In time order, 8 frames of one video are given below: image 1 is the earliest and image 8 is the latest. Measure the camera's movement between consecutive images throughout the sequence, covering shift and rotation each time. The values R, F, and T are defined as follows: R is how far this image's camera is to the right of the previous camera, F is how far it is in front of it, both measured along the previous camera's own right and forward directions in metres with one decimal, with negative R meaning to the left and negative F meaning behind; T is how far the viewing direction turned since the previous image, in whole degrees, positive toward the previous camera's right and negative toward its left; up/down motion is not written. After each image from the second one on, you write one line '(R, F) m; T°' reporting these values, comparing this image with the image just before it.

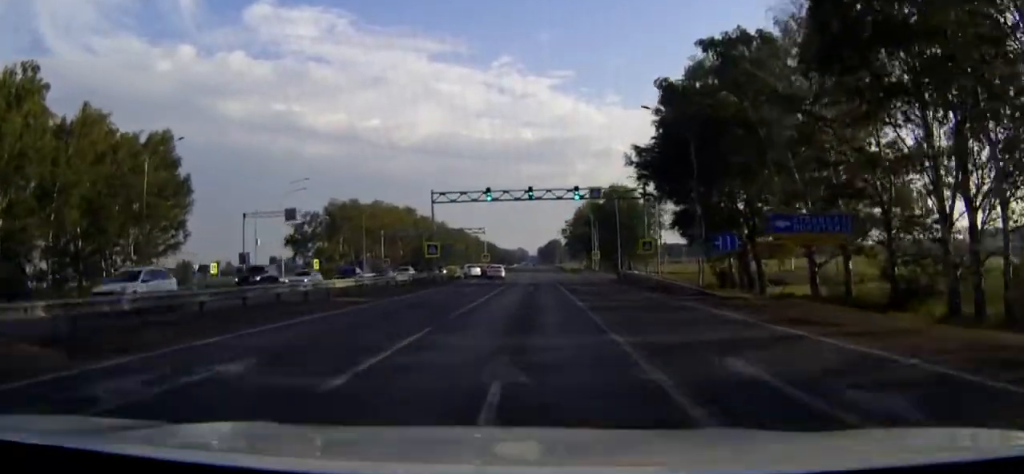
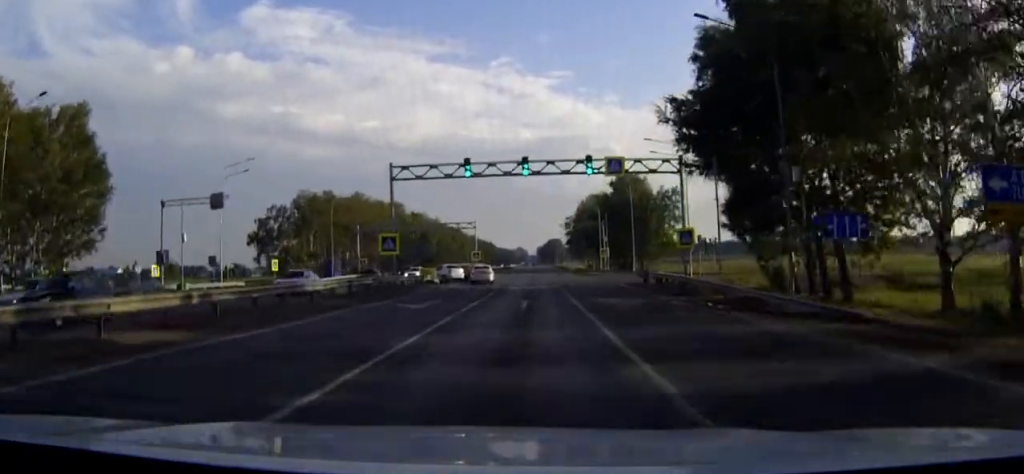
(0.0, +17.4) m; 0°
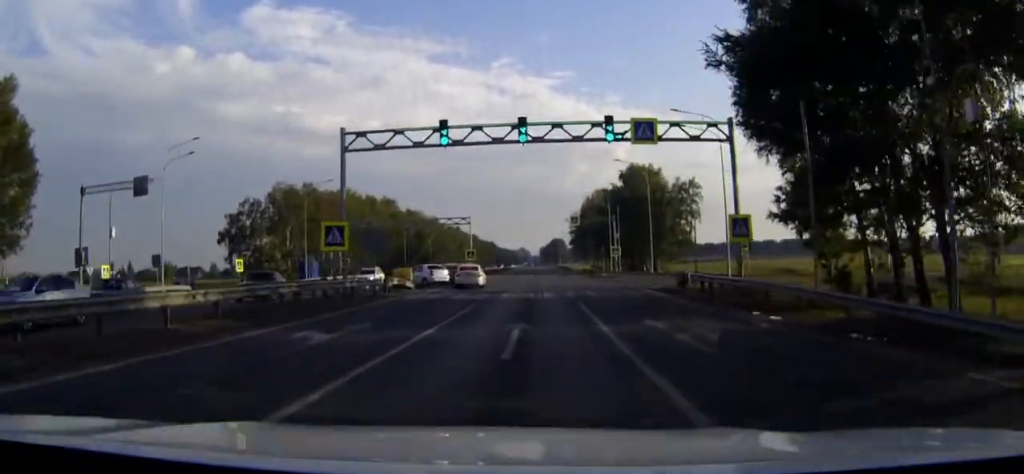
(0.0, +12.2) m; 0°
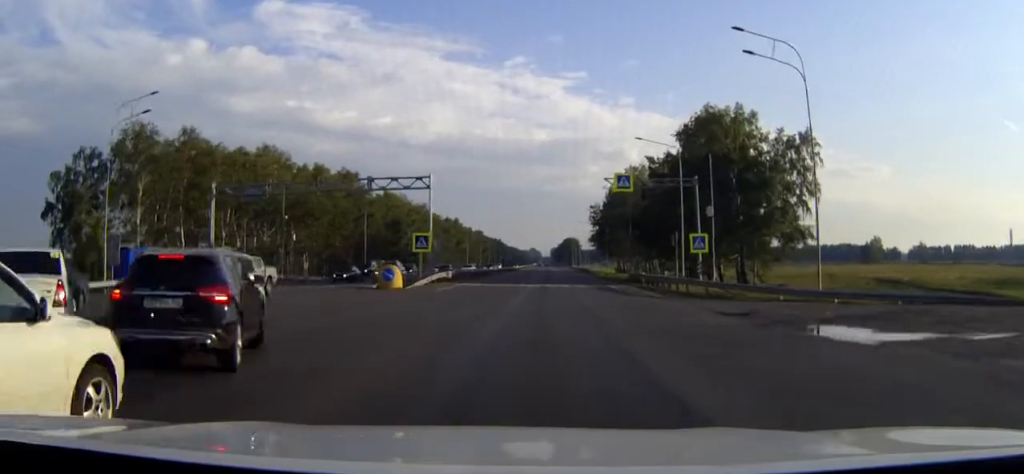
(0.0, +44.1) m; 0°
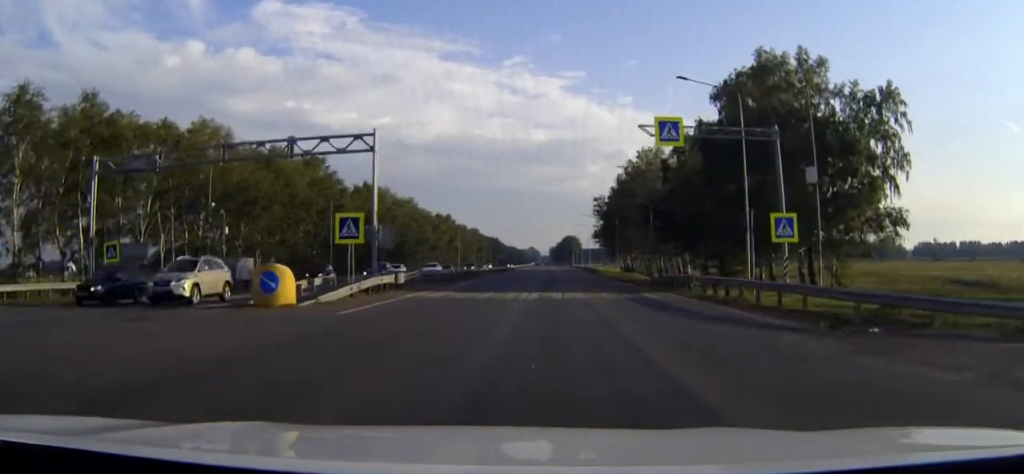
(0.0, +18.4) m; 0°
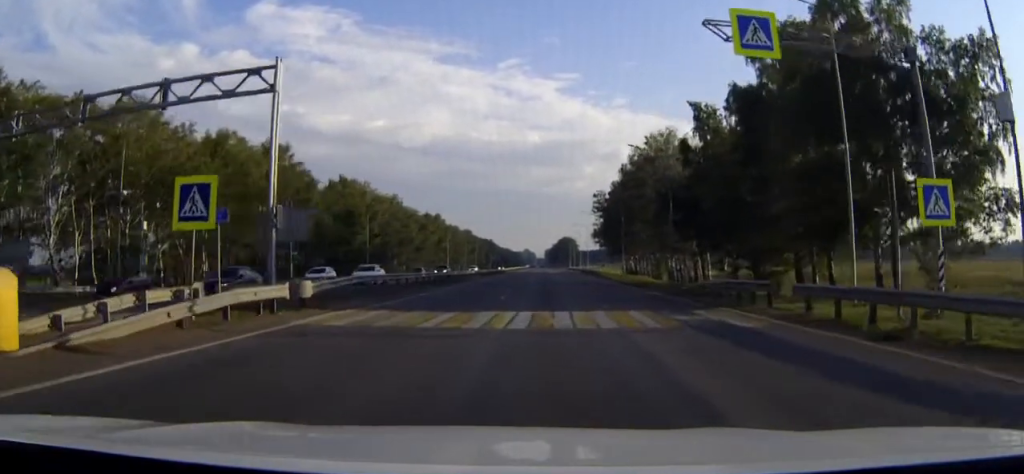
(0.0, +14.0) m; 0°
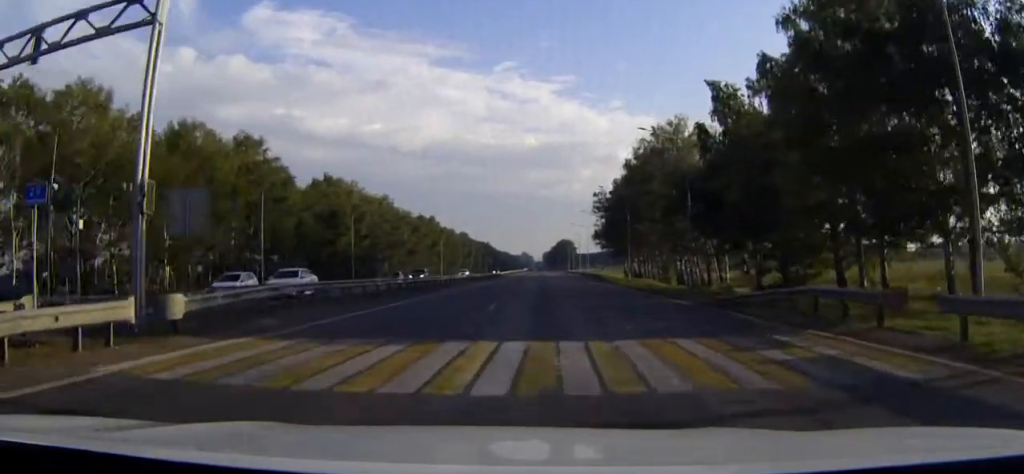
(0.0, +8.4) m; 0°
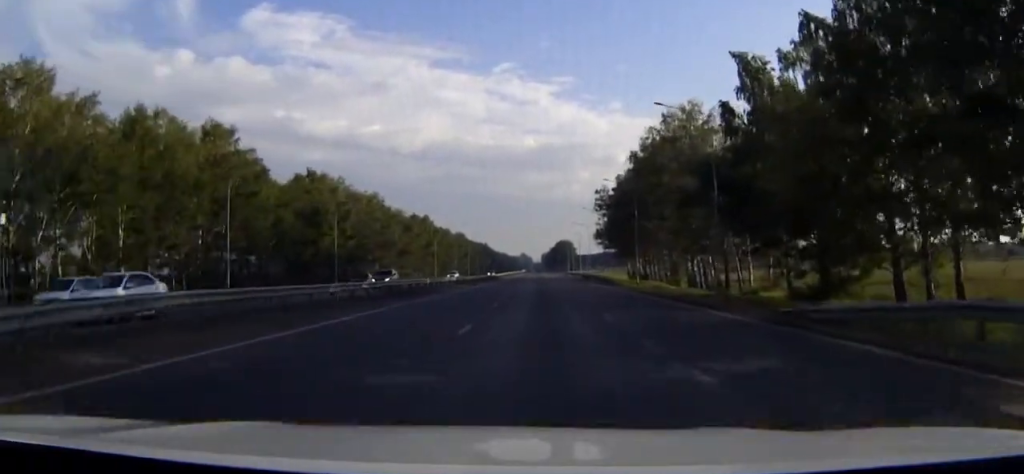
(0.0, +8.4) m; 0°
